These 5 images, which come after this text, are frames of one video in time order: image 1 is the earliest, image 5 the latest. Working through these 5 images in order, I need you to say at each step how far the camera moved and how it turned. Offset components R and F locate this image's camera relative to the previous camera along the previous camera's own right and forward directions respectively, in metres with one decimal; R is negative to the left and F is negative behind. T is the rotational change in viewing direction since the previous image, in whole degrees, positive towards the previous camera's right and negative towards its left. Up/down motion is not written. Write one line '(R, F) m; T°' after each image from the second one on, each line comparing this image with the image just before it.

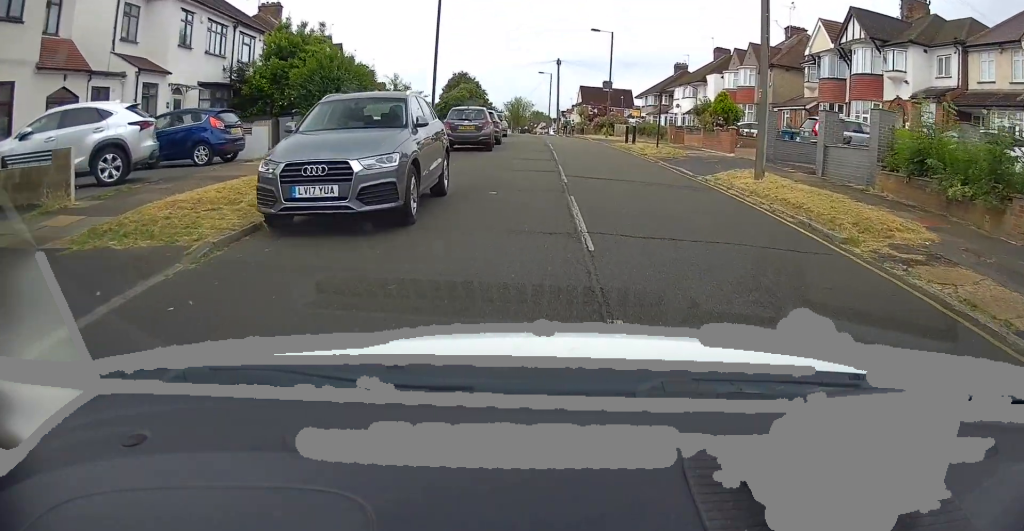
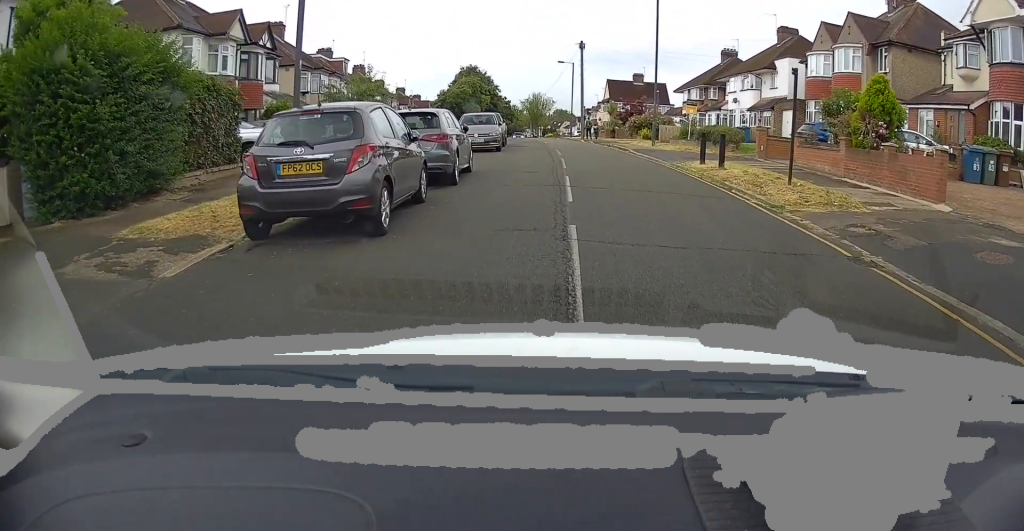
(-0.3, +14.5) m; -3°
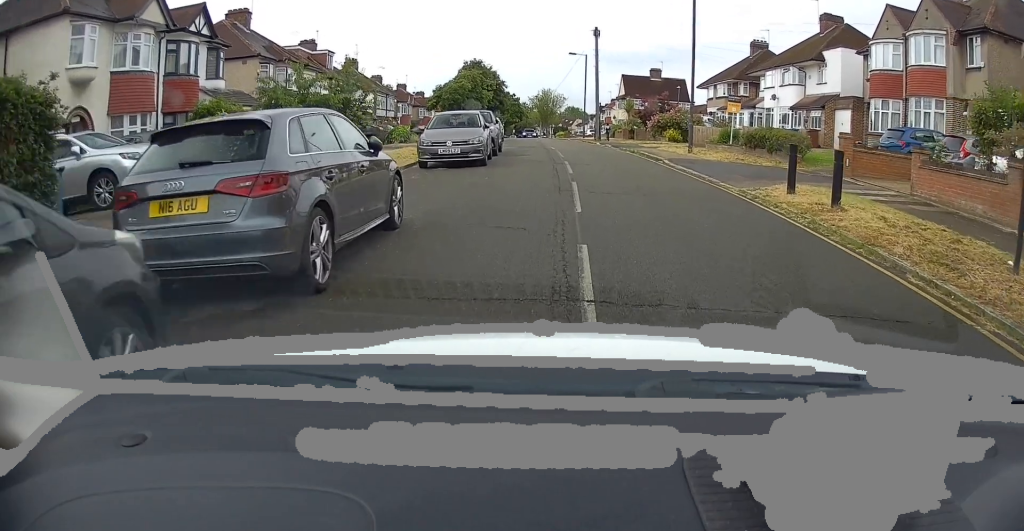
(-0.1, +7.1) m; -2°
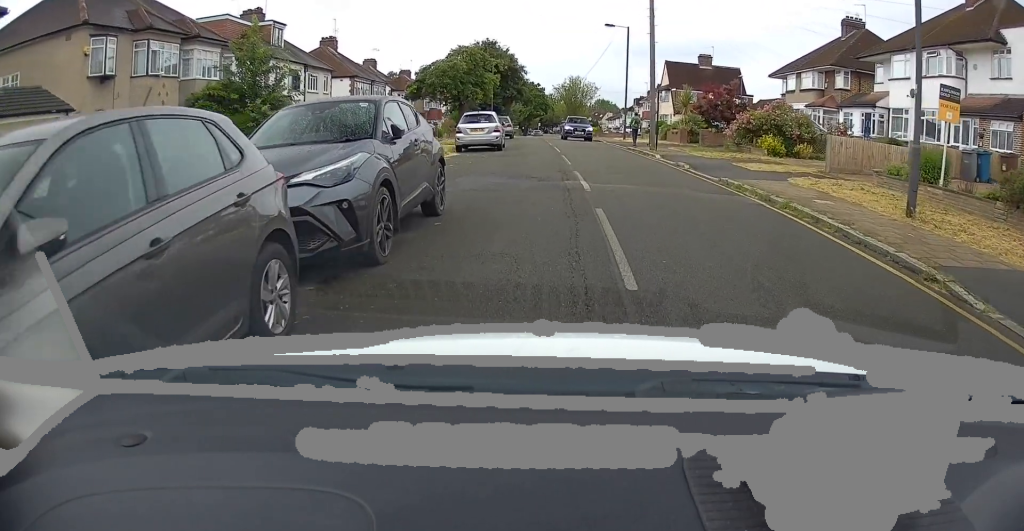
(-0.5, +15.8) m; -3°
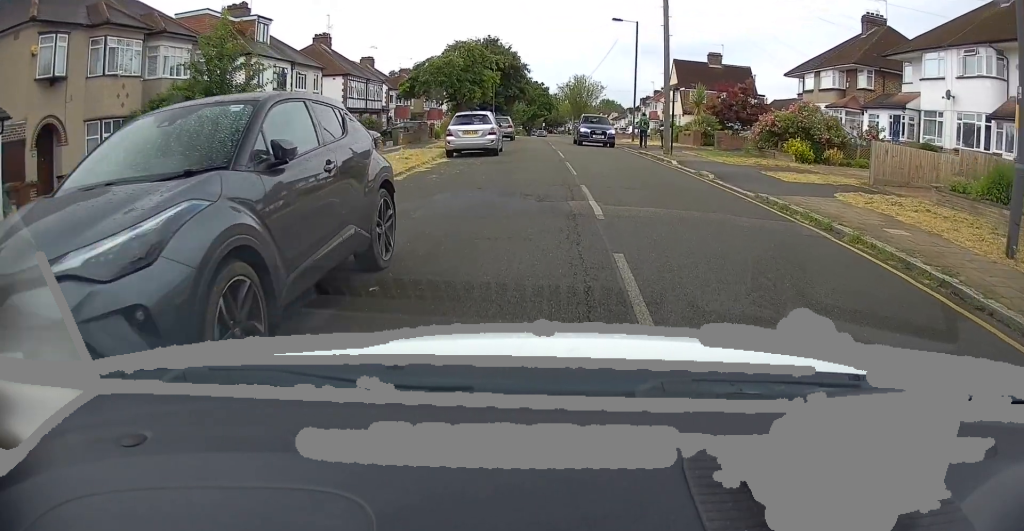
(0.0, +2.8) m; -1°
